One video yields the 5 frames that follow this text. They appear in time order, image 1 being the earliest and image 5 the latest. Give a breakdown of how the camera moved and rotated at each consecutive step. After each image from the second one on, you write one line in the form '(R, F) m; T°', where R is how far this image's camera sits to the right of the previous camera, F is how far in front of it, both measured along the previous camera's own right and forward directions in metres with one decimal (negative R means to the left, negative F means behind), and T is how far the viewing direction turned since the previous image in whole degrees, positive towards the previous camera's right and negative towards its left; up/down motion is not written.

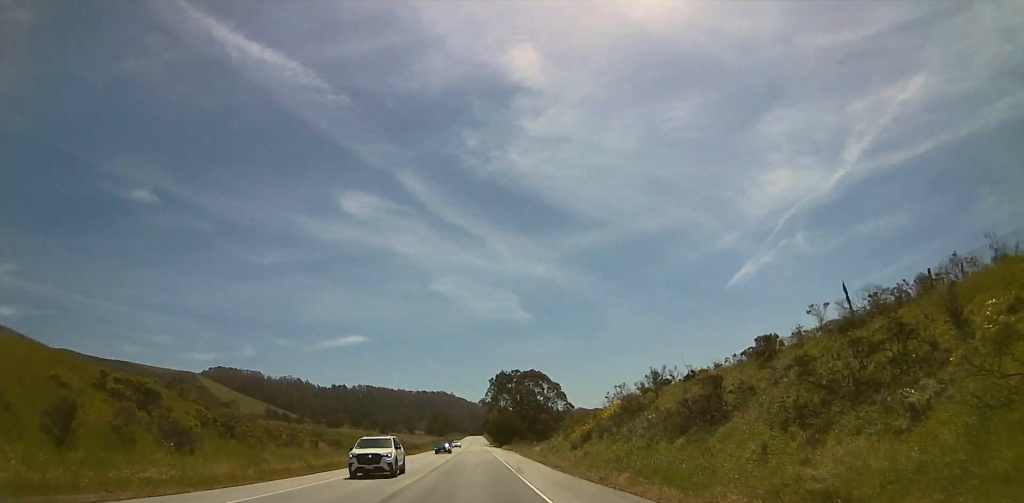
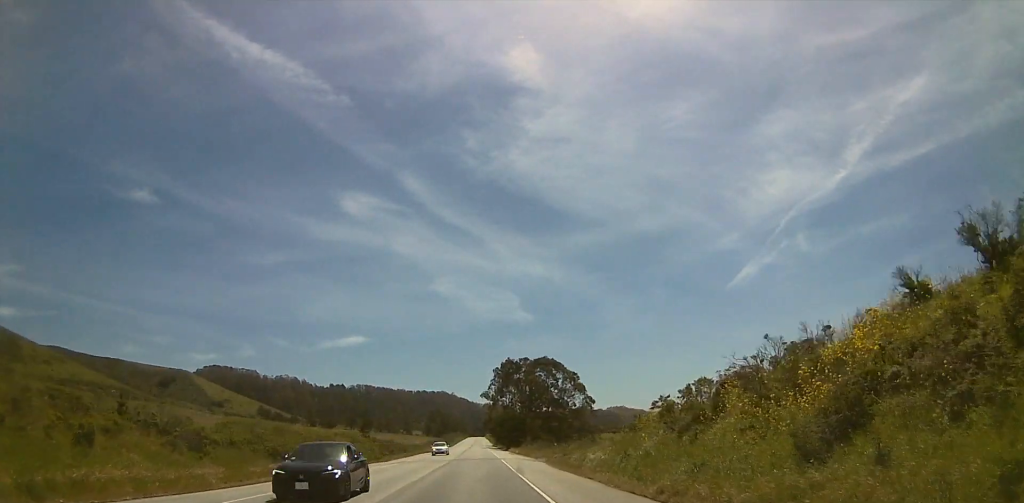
(-0.4, +25.4) m; -1°
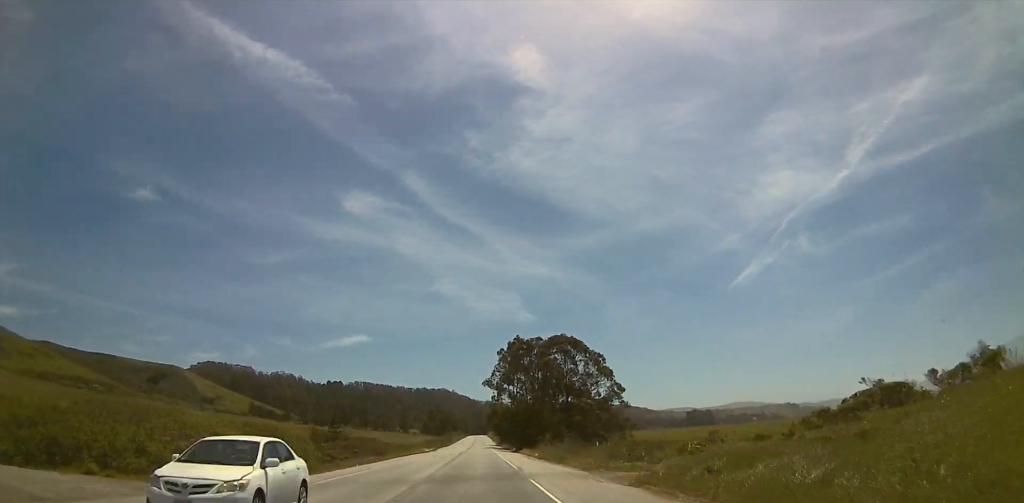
(0.0, +23.5) m; +1°
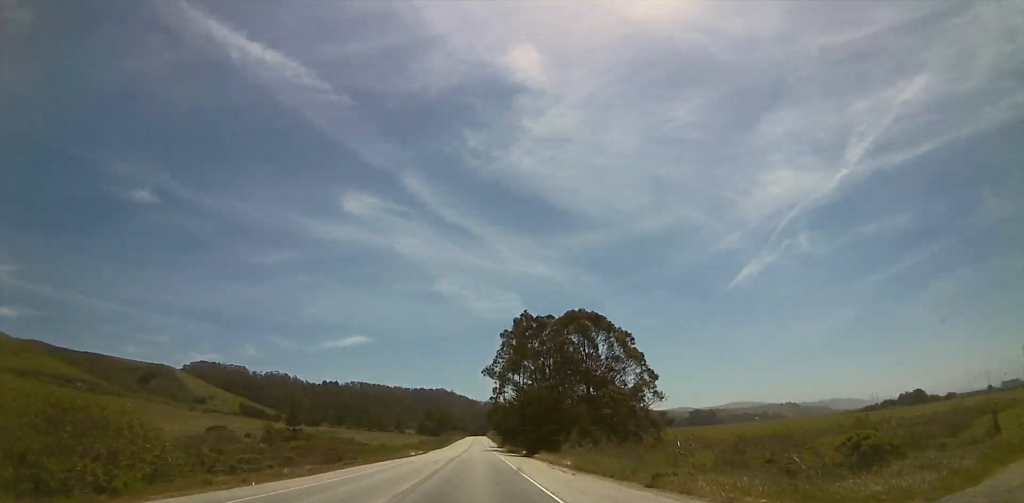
(+0.2, +16.8) m; +1°
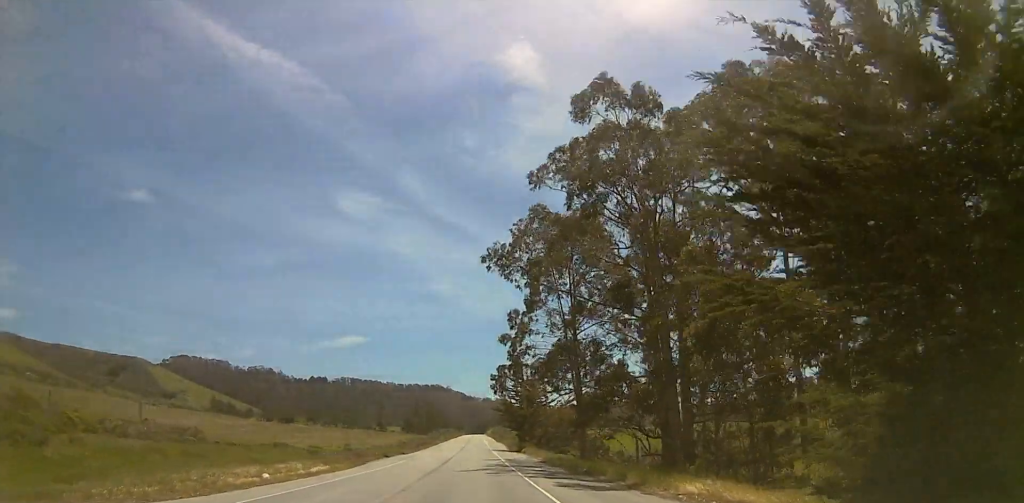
(-1.6, +50.5) m; -3°
